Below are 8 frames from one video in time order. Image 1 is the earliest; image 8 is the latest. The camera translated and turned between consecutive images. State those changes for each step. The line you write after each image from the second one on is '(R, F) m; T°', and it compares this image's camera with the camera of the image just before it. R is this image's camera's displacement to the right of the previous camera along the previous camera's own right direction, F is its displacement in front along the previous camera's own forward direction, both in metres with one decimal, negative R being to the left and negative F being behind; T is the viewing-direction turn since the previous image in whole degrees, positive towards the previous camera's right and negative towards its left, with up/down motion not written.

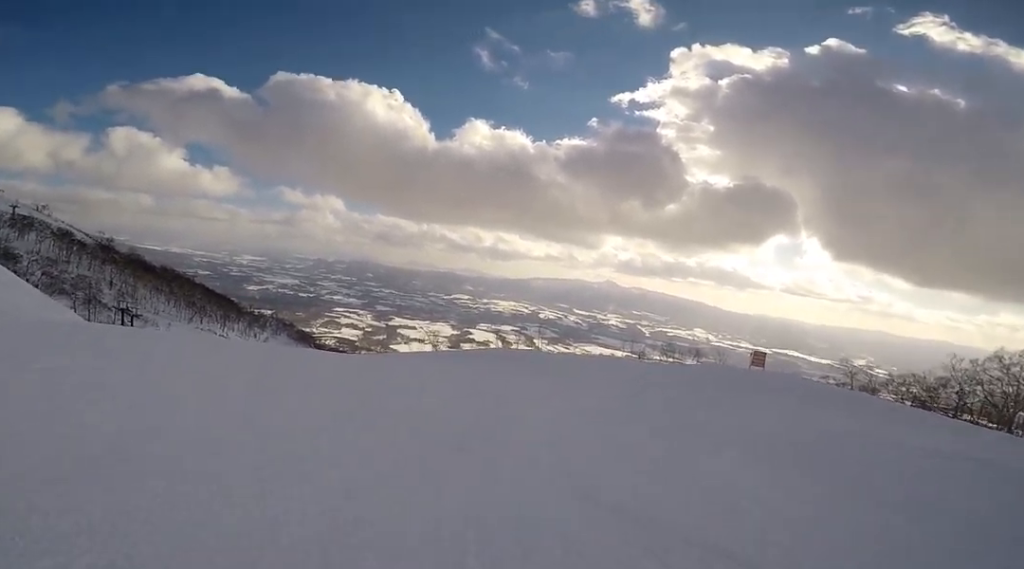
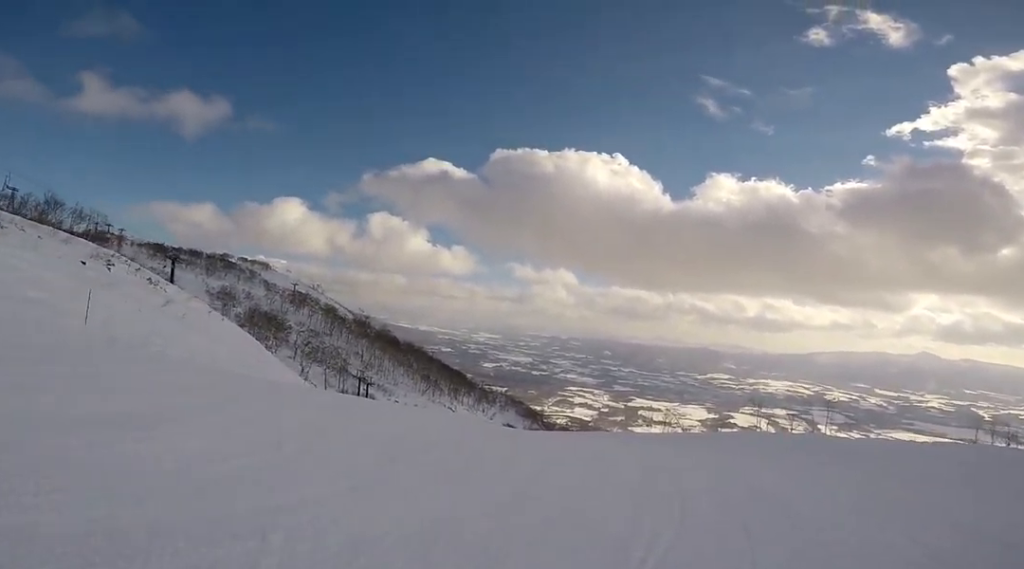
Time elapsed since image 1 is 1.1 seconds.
(-0.9, +5.7) m; -20°
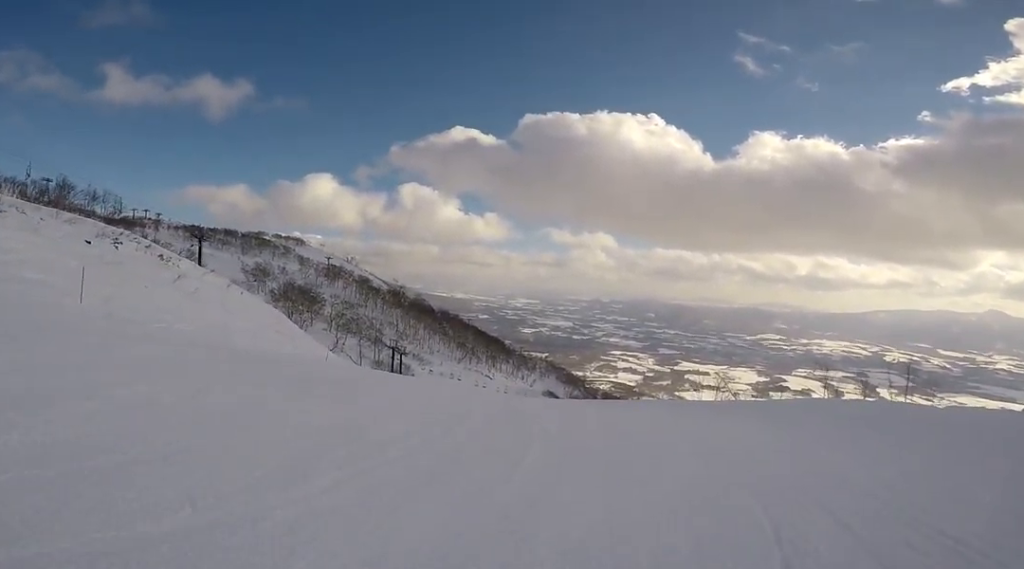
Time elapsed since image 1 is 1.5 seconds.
(0.0, +2.2) m; -9°
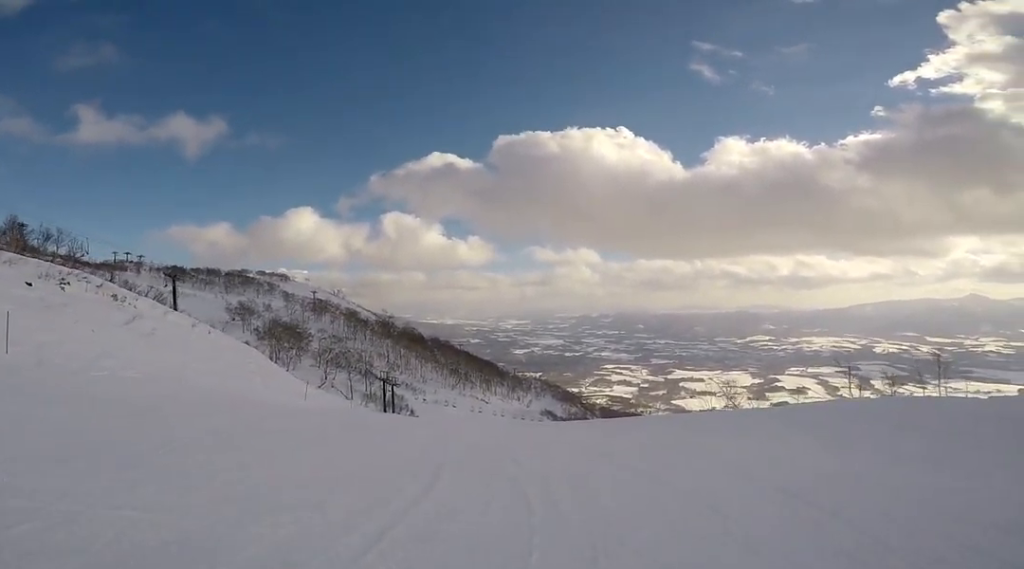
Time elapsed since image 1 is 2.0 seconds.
(-0.4, +2.6) m; -13°
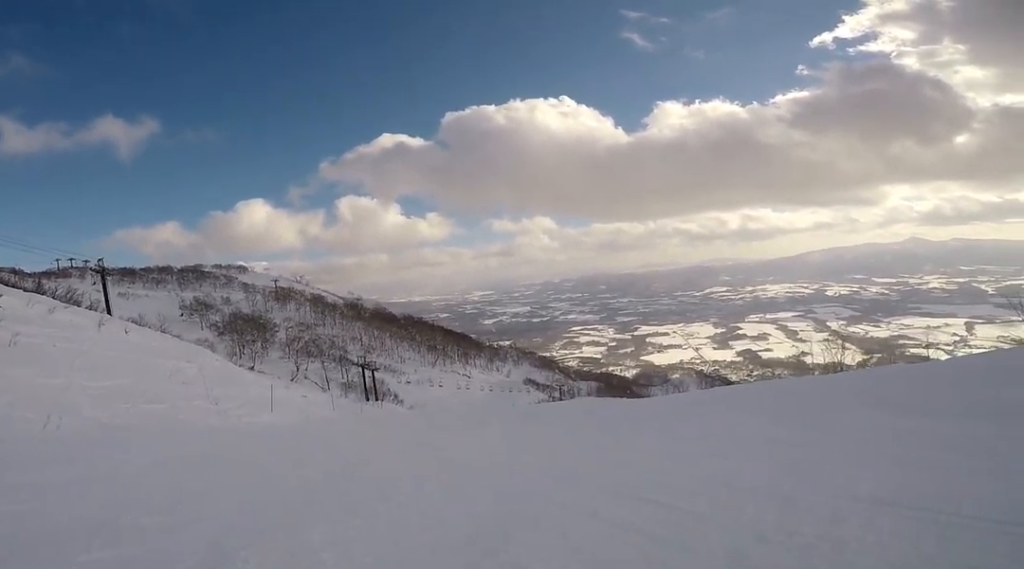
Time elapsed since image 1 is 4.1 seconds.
(-1.6, +9.9) m; +19°
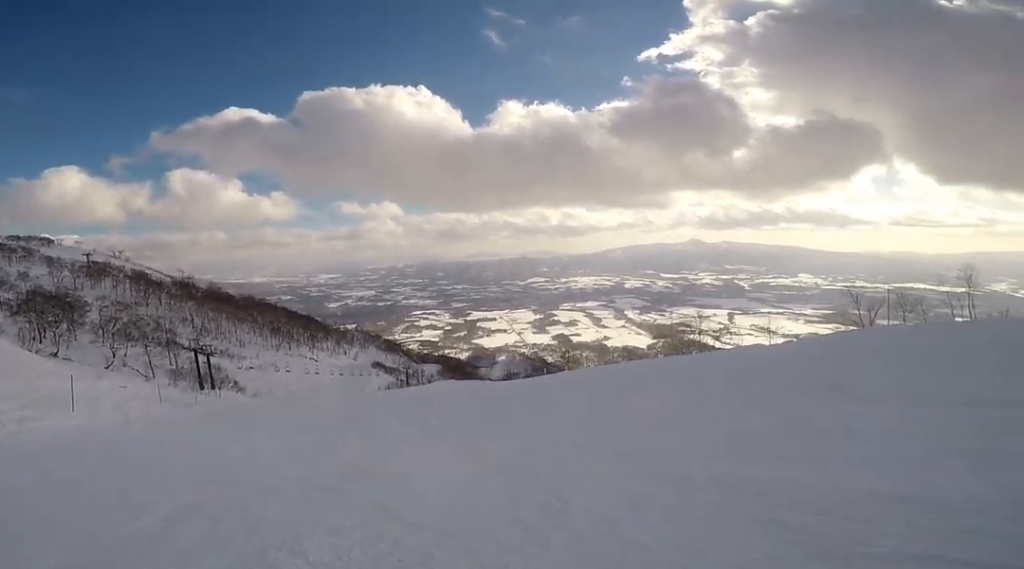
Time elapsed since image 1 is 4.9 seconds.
(+1.3, +3.6) m; +34°
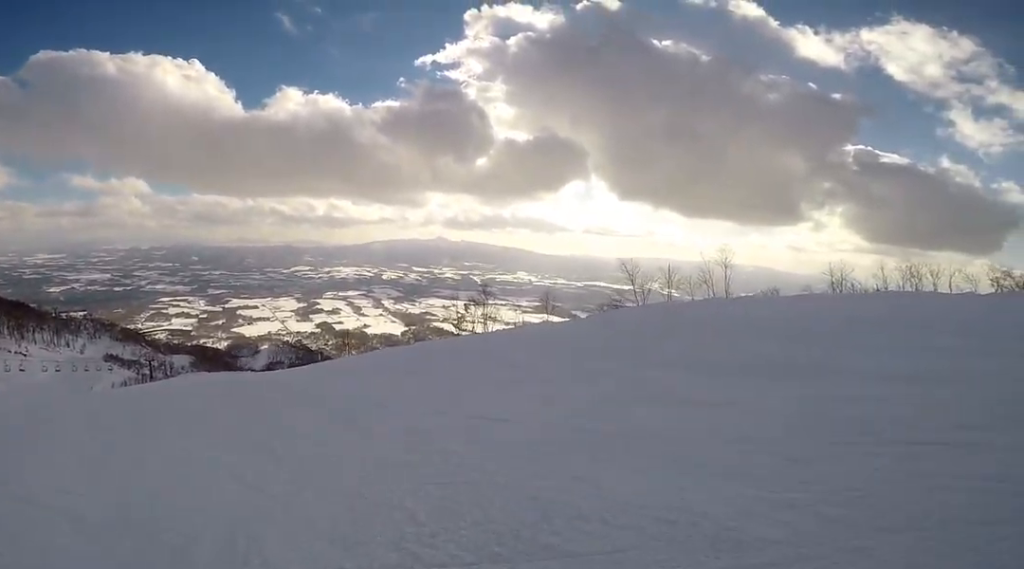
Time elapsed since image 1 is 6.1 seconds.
(+2.1, +5.4) m; +12°
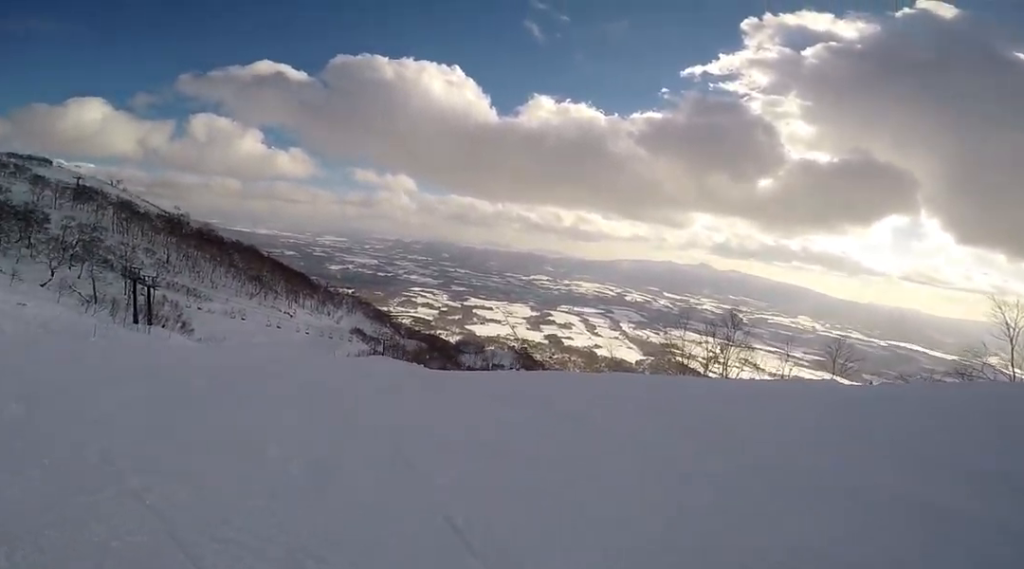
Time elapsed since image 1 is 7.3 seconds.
(-1.5, +5.4) m; -47°
